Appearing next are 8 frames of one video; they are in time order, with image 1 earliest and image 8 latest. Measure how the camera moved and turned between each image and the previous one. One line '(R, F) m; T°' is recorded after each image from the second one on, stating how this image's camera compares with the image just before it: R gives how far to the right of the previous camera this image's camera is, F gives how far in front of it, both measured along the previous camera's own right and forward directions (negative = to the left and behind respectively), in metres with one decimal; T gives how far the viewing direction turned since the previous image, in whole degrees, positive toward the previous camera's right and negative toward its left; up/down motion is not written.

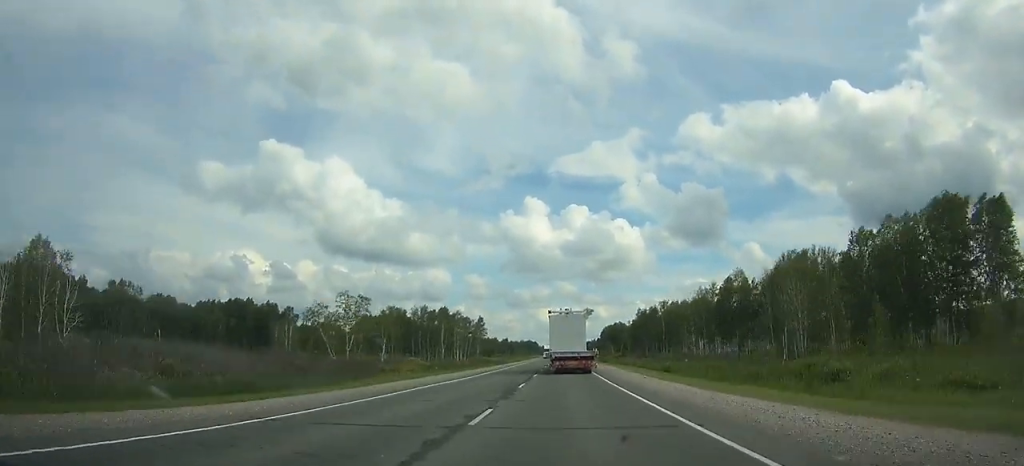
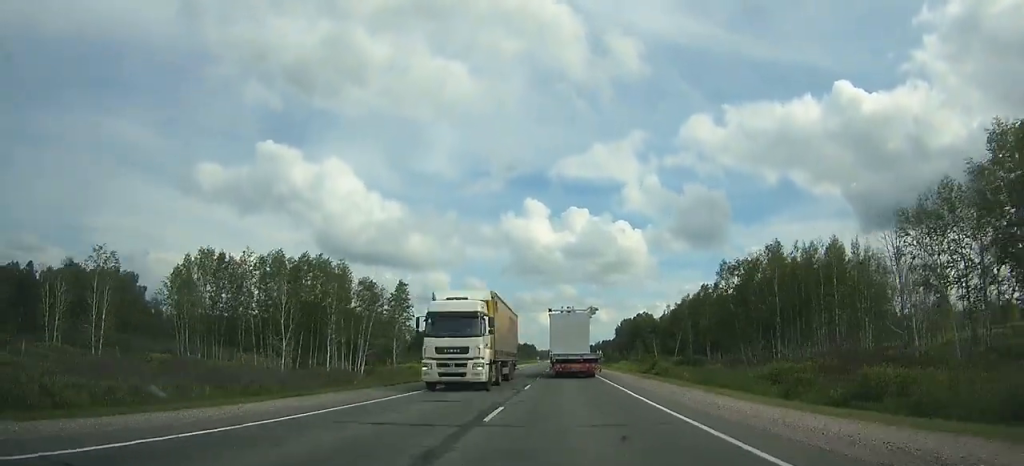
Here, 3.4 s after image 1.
(+0.2, +77.0) m; 0°
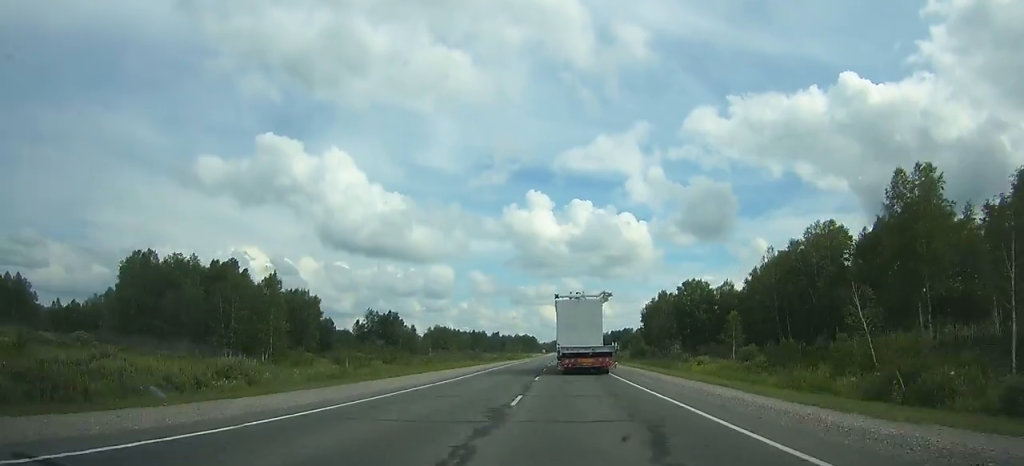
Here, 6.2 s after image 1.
(+0.2, +62.7) m; 0°
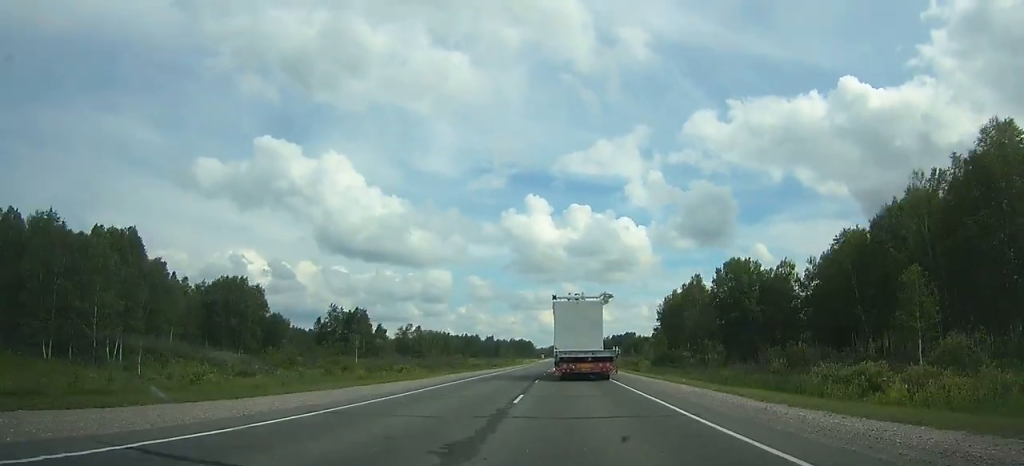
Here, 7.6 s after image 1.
(0.0, +31.4) m; 0°
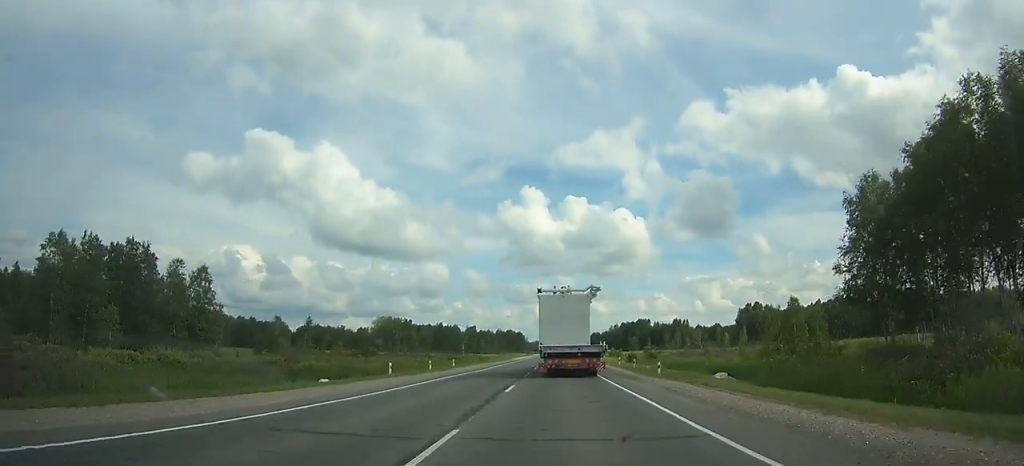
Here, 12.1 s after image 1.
(-0.5, +104.9) m; 0°
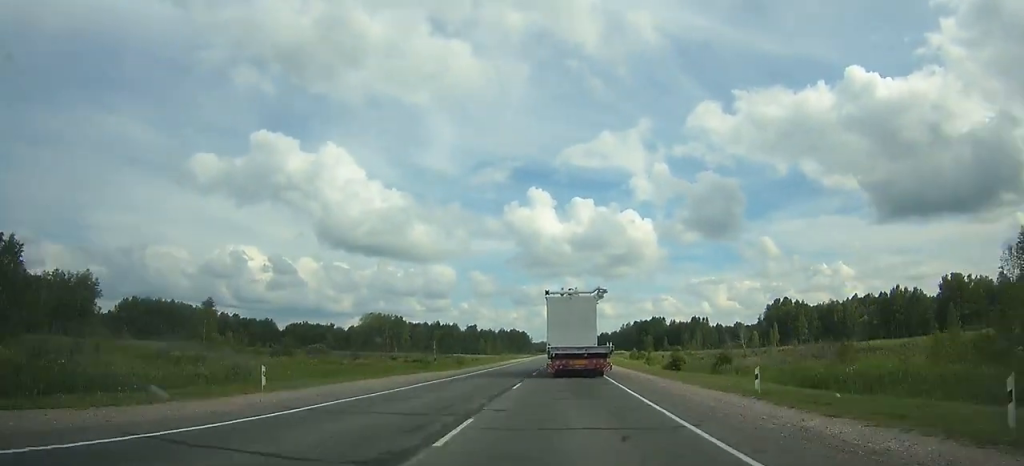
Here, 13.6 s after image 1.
(-0.1, +36.3) m; 0°
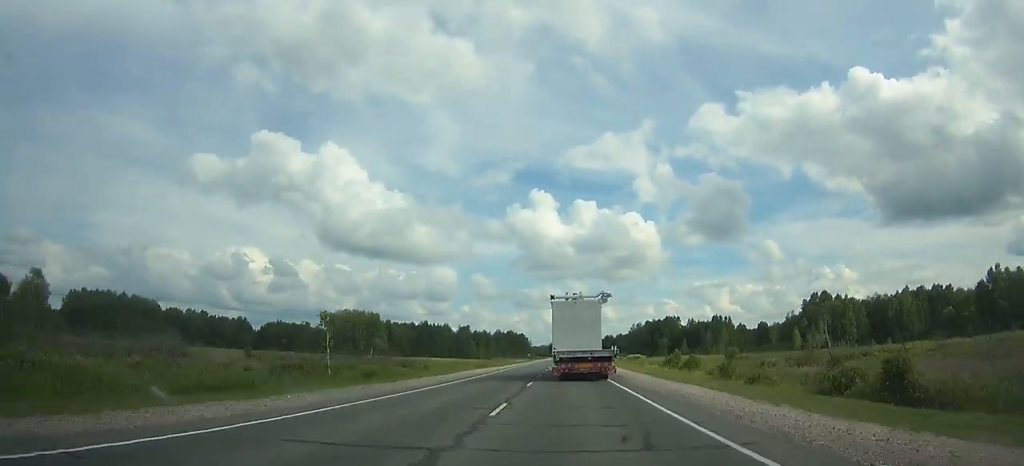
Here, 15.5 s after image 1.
(0.0, +46.4) m; 0°
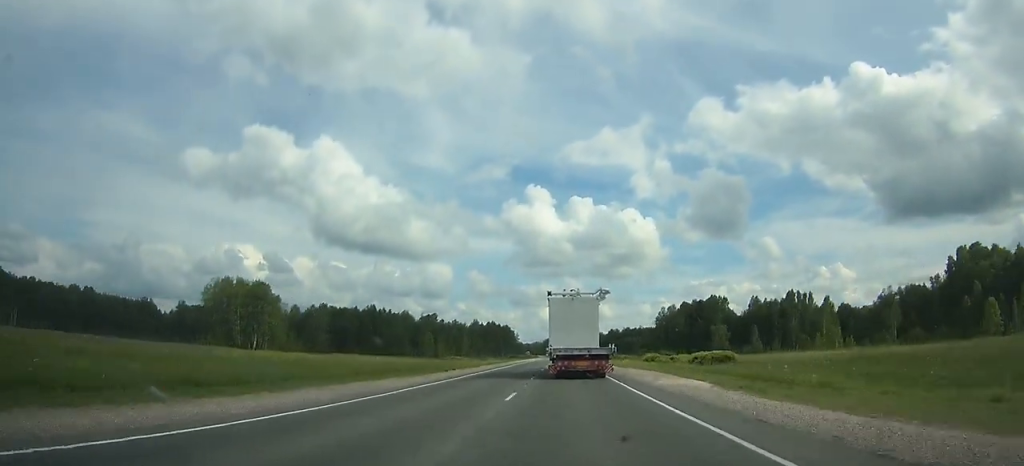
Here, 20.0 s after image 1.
(+0.2, +106.9) m; 0°
